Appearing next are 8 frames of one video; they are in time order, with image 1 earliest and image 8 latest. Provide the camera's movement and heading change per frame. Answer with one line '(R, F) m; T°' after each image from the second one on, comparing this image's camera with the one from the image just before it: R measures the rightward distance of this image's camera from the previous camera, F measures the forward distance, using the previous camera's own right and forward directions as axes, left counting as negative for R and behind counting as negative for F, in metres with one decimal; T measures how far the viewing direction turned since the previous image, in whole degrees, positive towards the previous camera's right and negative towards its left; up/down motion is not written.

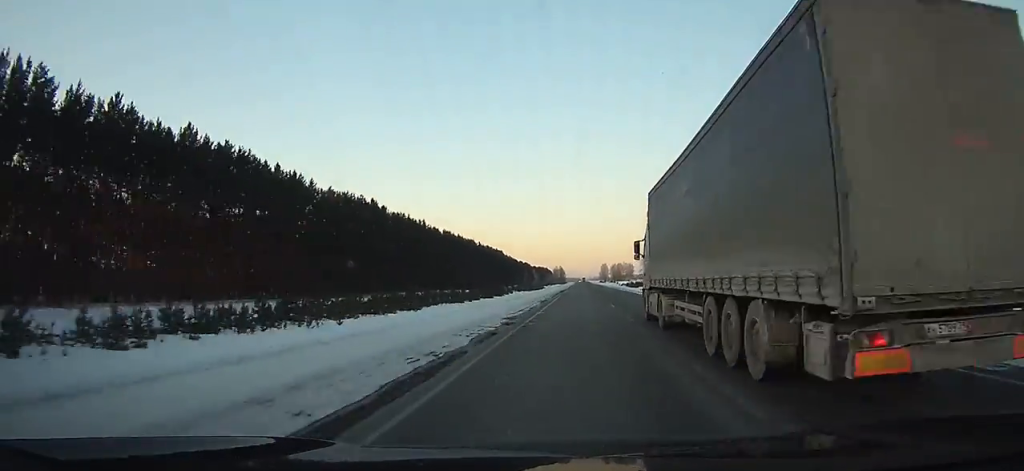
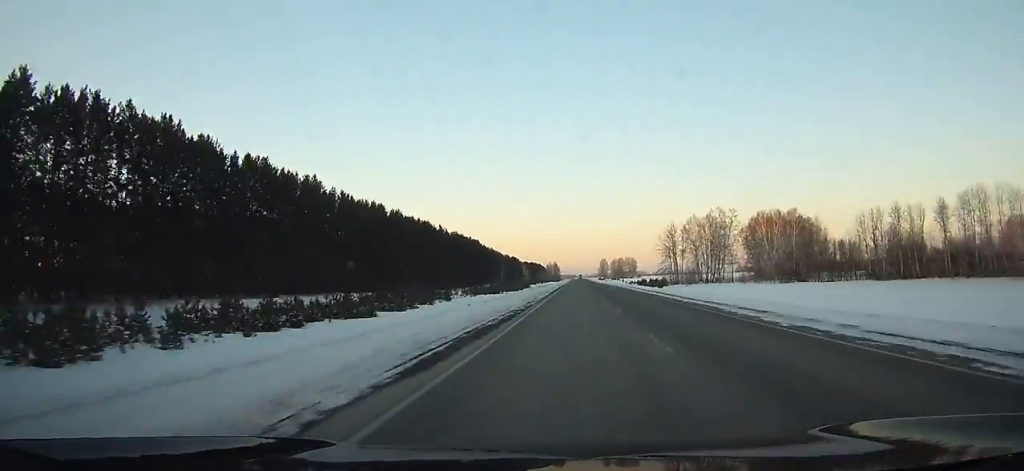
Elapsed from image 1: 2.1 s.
(+0.2, +65.4) m; +1°
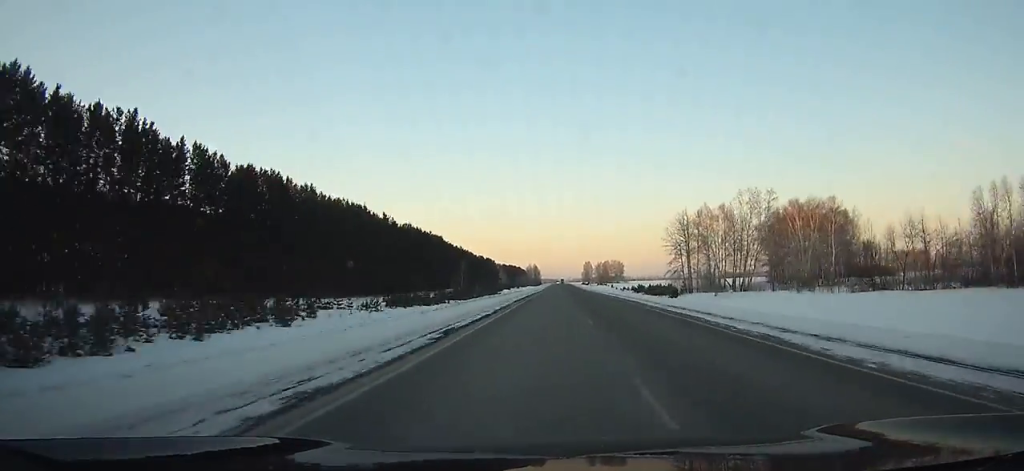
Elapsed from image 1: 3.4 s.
(+0.4, +40.6) m; 0°
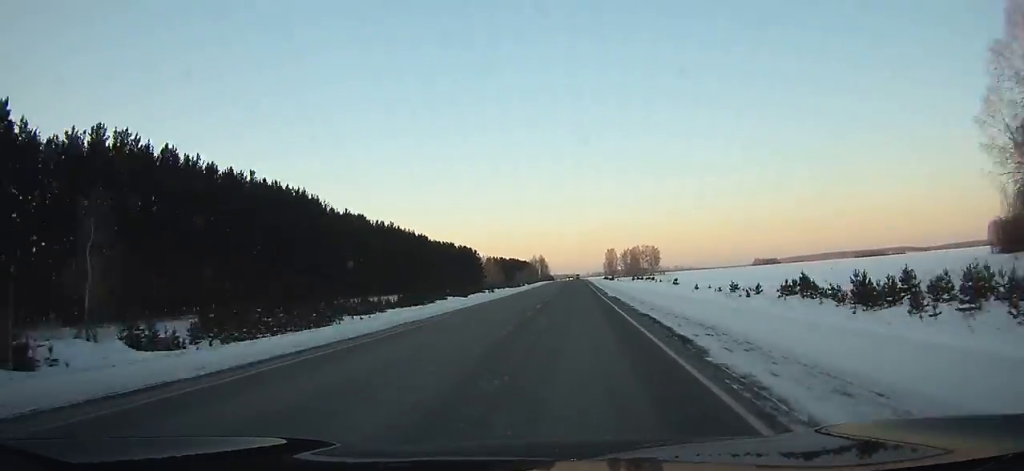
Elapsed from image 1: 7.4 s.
(0.0, +124.4) m; -1°
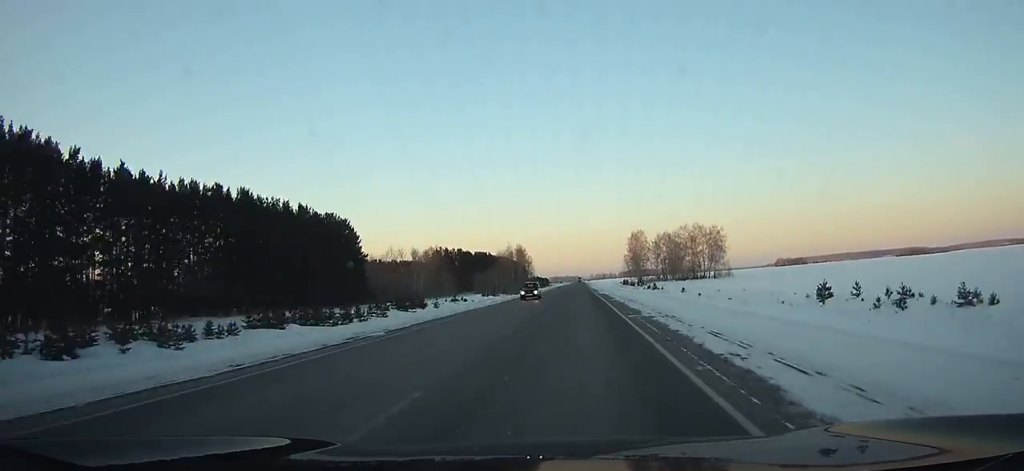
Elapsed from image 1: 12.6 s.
(-1.4, +158.5) m; -1°
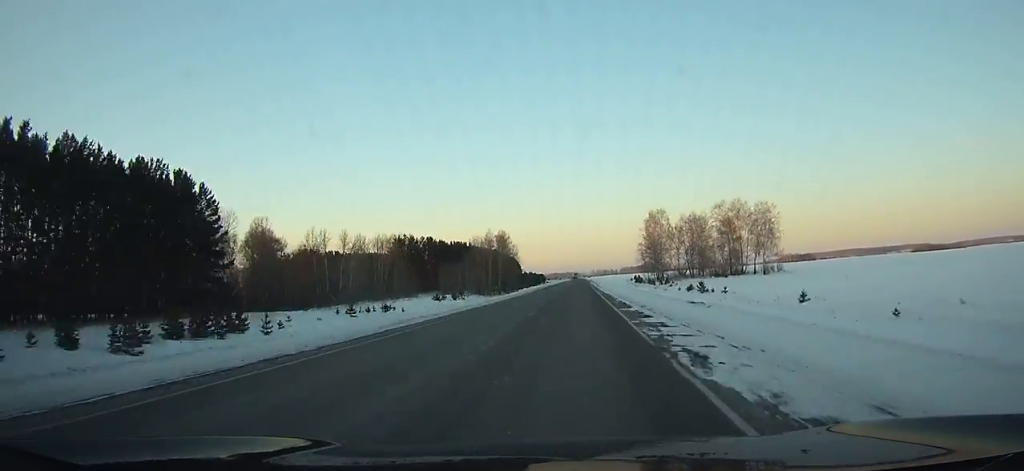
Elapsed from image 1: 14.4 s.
(0.0, +54.3) m; 0°
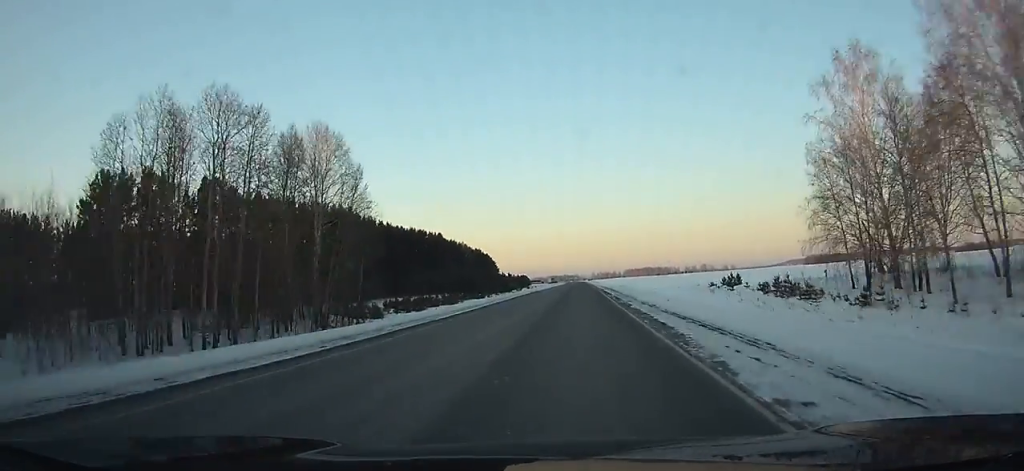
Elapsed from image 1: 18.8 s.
(0.0, +131.2) m; 0°
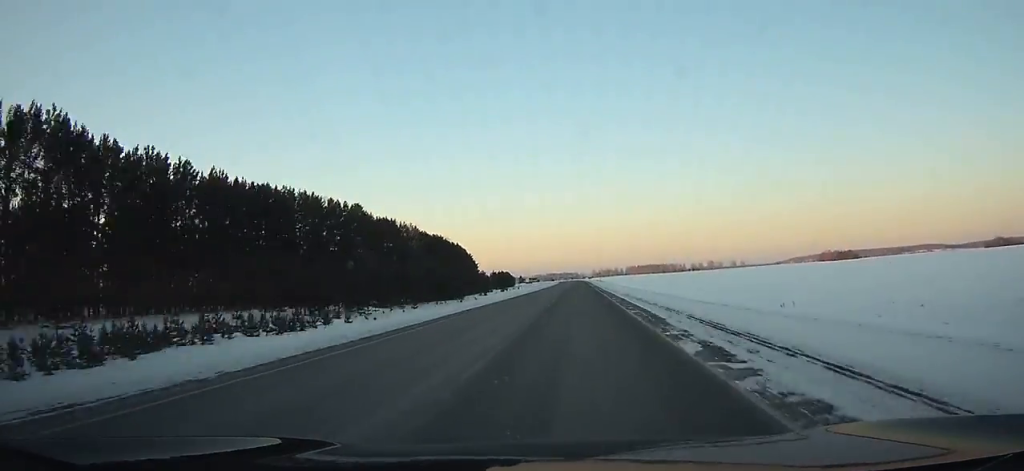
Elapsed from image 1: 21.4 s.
(+0.1, +75.8) m; 0°
